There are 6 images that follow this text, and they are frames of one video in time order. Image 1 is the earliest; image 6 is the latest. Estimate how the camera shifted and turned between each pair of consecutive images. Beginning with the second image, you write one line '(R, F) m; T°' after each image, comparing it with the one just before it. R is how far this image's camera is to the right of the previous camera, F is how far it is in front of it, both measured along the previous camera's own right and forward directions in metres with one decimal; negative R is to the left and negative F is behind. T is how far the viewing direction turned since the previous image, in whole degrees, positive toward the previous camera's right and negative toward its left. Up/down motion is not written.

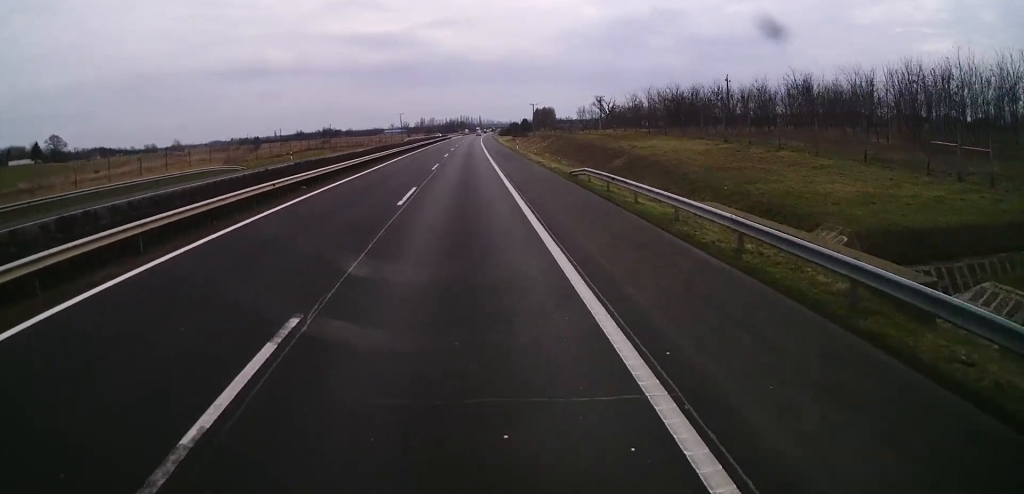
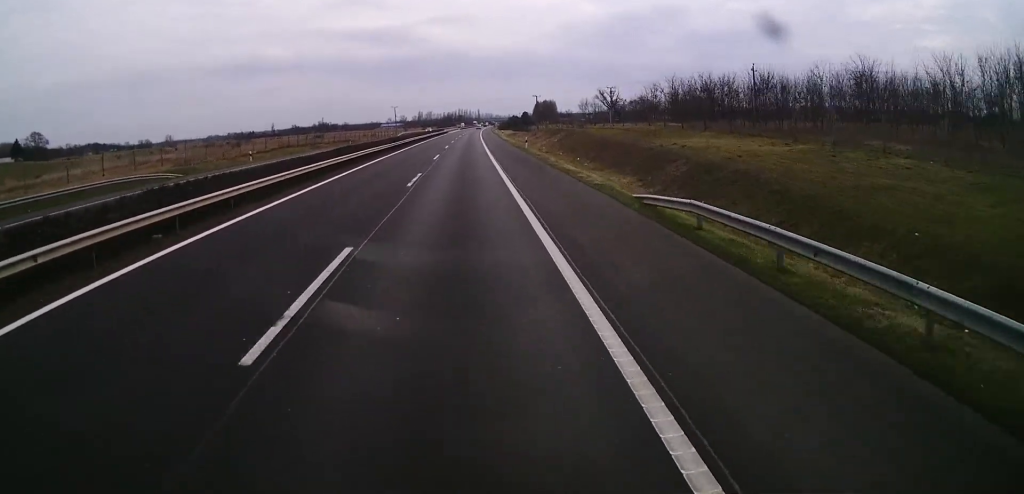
(+0.1, +13.9) m; +1°
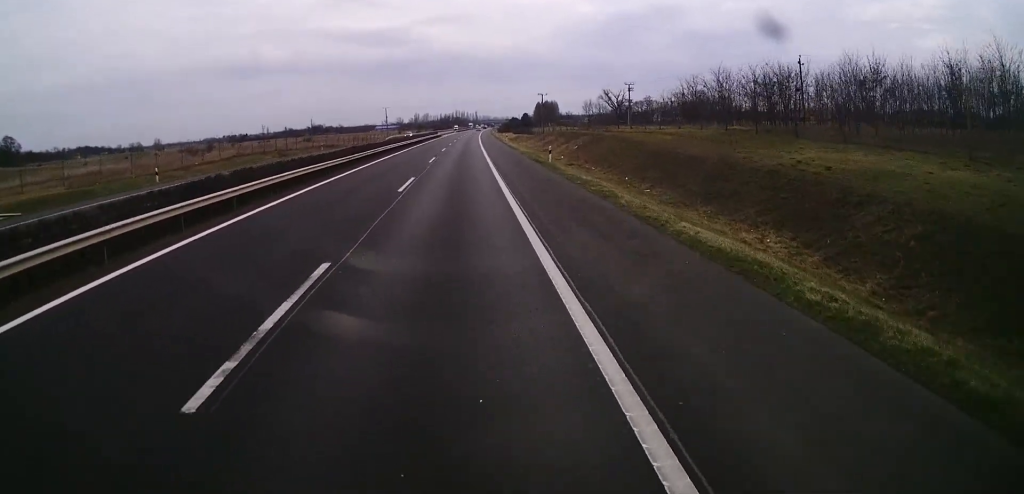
(-0.1, +19.3) m; +1°
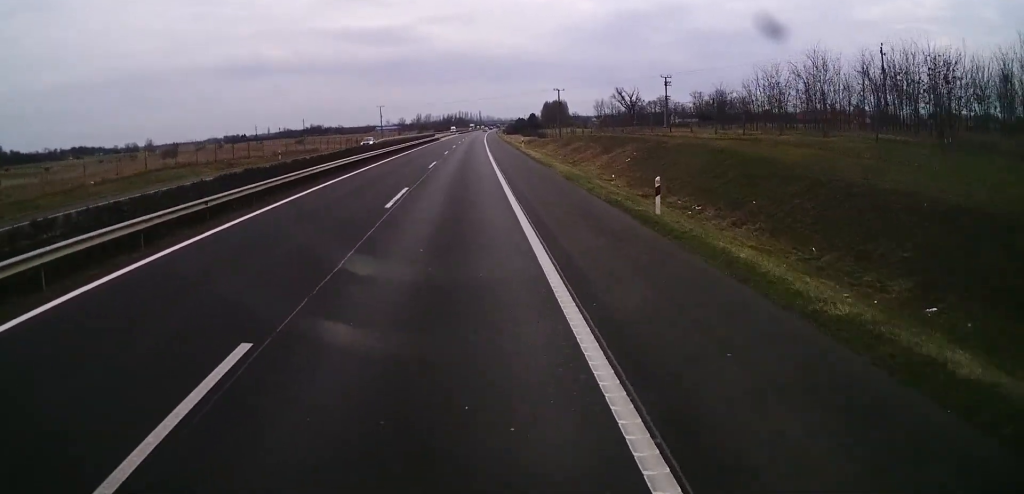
(+0.4, +22.3) m; +1°
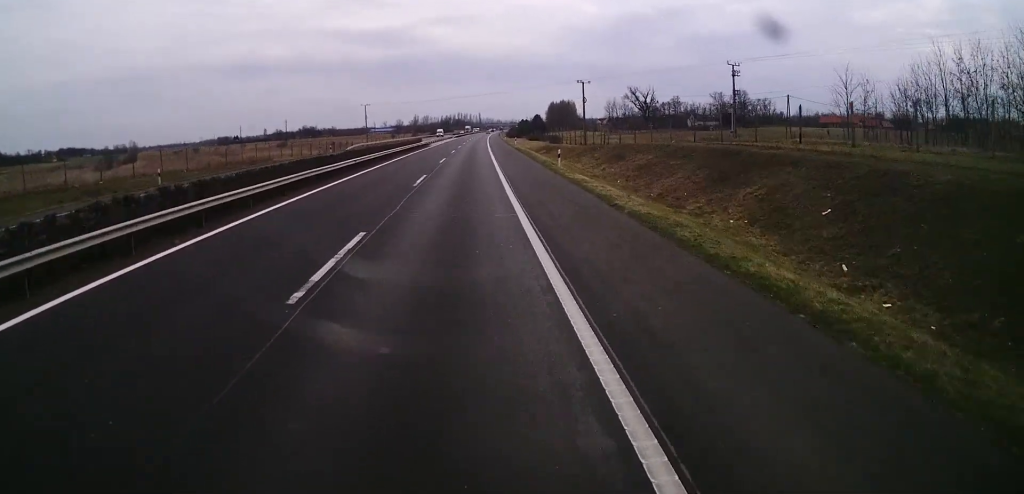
(-0.3, +28.4) m; -1°
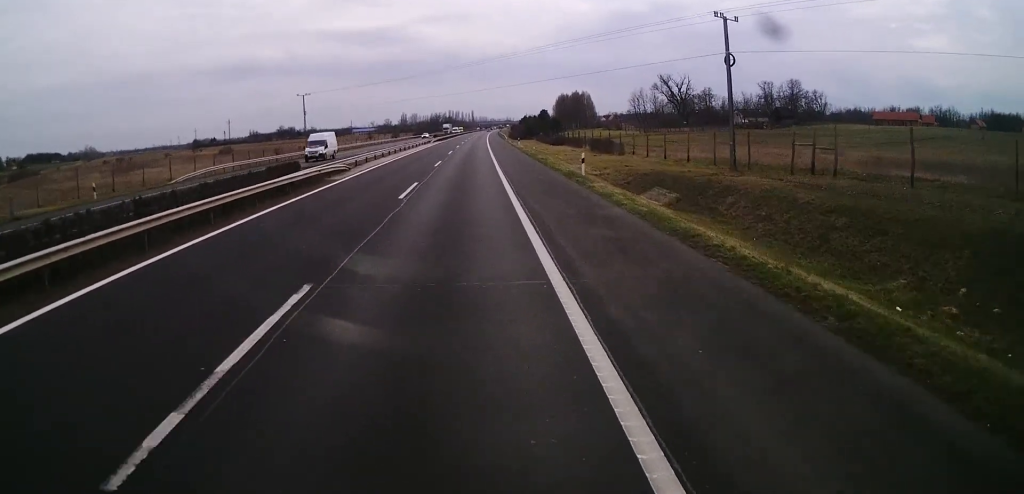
(-0.1, +59.1) m; 0°
